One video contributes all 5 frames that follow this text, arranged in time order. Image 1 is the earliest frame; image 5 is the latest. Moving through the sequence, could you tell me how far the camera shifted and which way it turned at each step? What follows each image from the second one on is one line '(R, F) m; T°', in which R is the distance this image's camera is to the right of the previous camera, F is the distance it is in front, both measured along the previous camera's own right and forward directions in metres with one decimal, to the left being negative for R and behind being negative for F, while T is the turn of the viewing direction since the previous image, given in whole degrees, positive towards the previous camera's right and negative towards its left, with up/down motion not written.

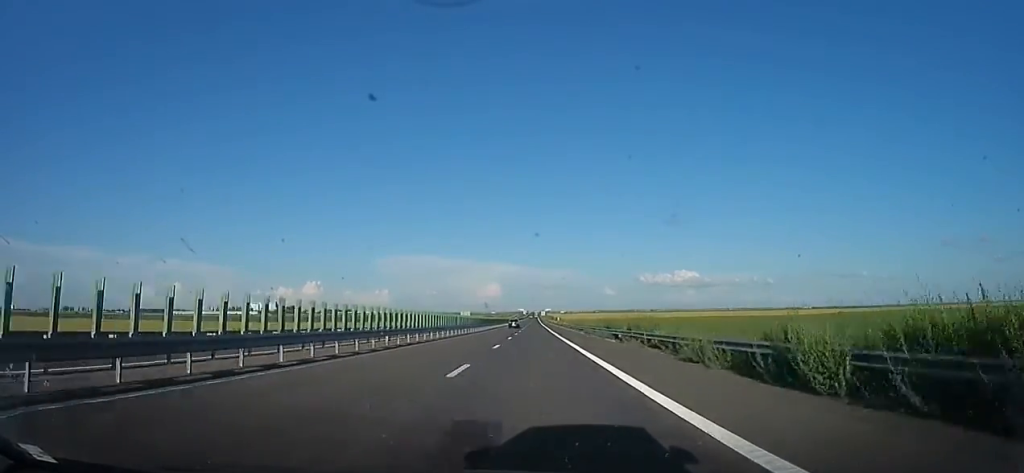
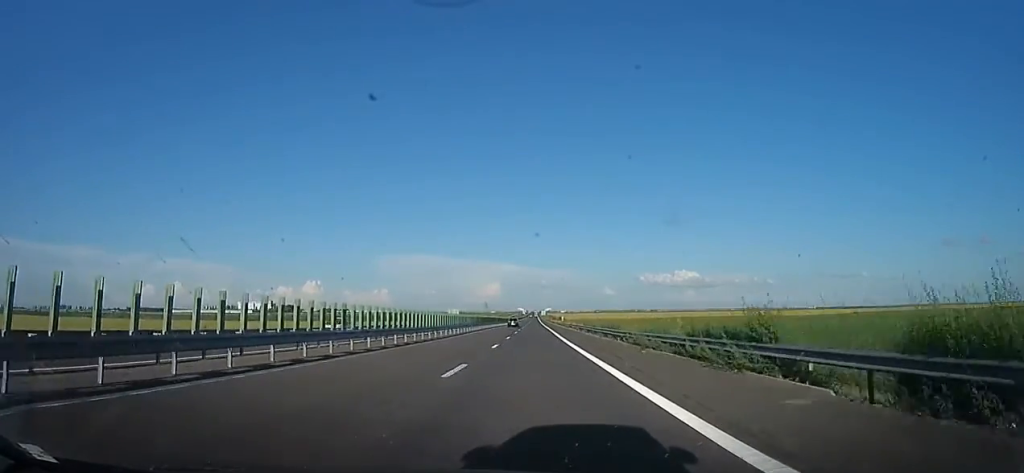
(+1.1, +24.3) m; 0°
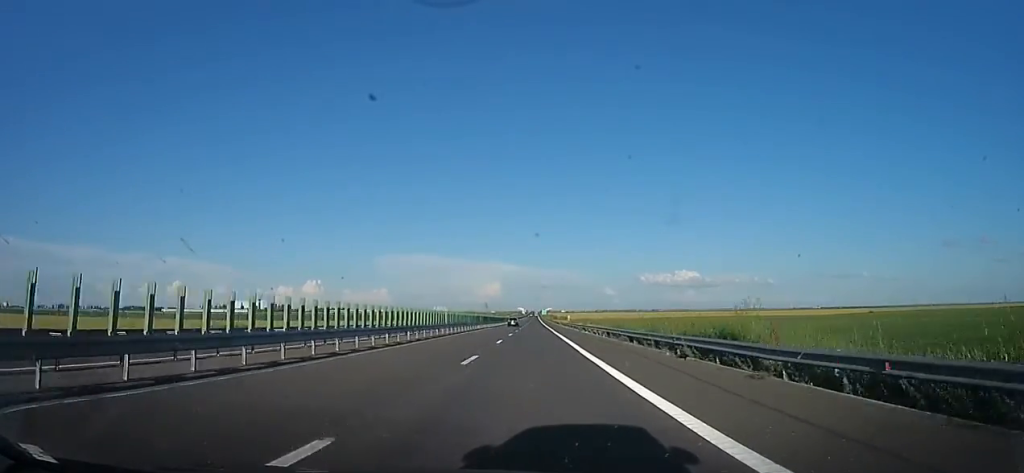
(-0.1, +21.2) m; 0°
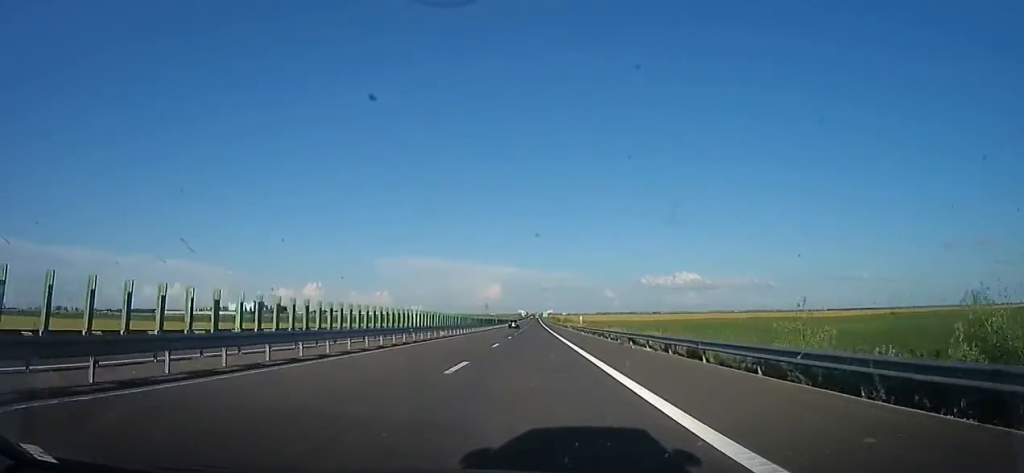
(-0.8, +26.7) m; 0°
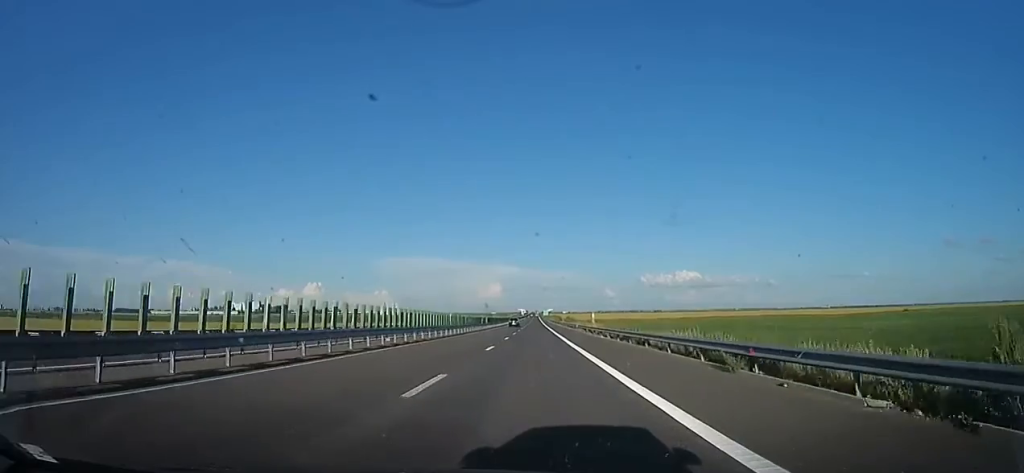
(+0.7, +15.7) m; 0°
